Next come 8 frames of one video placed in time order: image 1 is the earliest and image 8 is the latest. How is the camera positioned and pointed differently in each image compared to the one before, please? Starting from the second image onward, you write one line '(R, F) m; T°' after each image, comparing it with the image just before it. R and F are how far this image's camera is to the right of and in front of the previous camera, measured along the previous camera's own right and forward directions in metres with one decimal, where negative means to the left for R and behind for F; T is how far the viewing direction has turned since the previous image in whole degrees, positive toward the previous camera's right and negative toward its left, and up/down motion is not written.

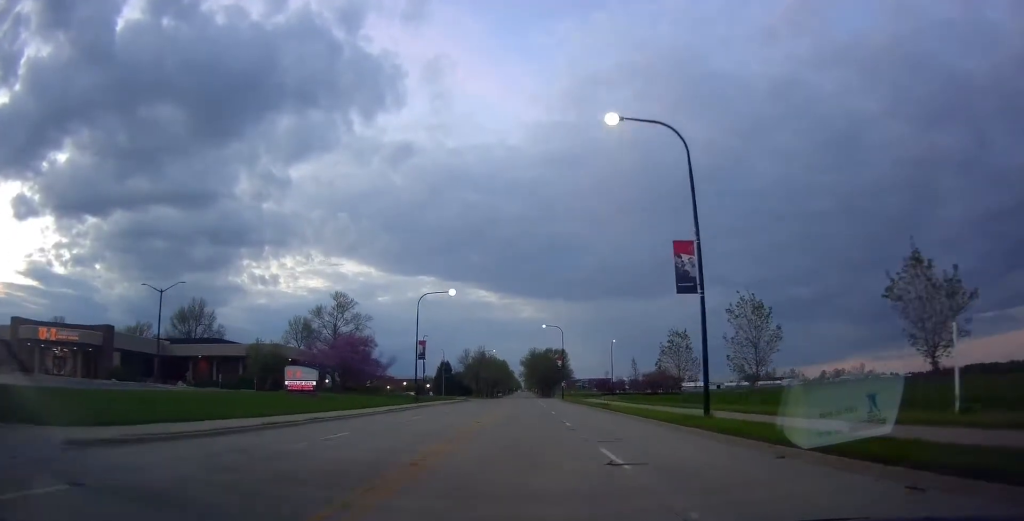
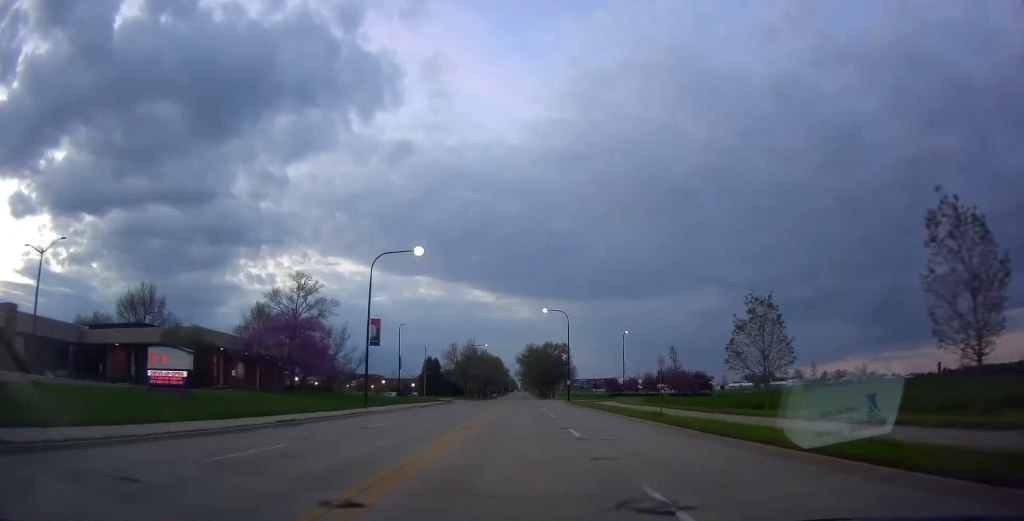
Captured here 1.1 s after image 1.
(0.0, +17.4) m; 0°
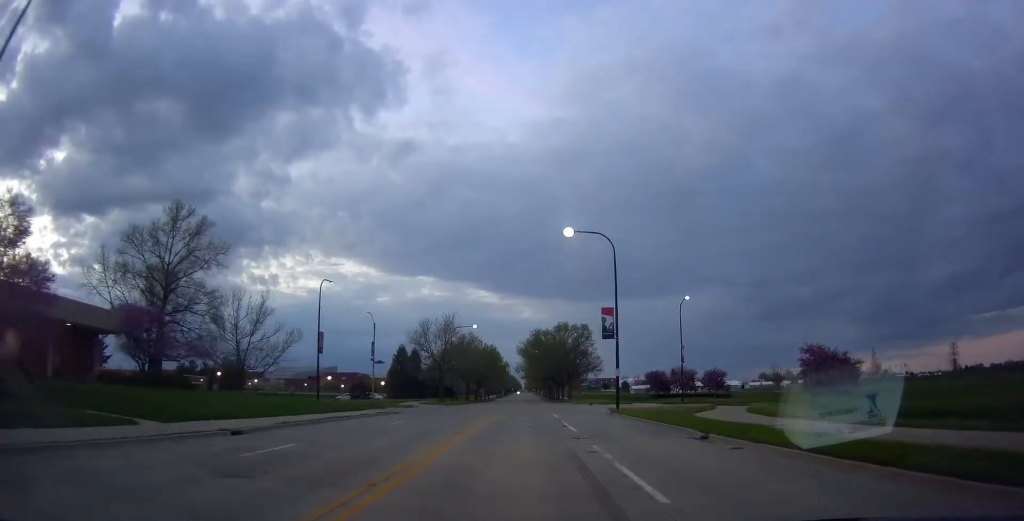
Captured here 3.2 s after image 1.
(0.0, +35.7) m; -2°
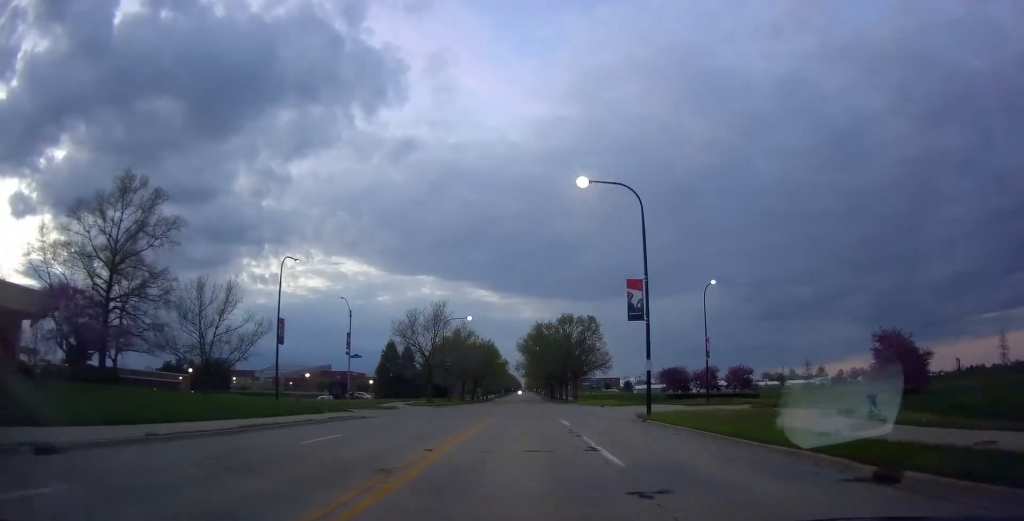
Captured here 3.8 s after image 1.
(+0.1, +8.8) m; -1°
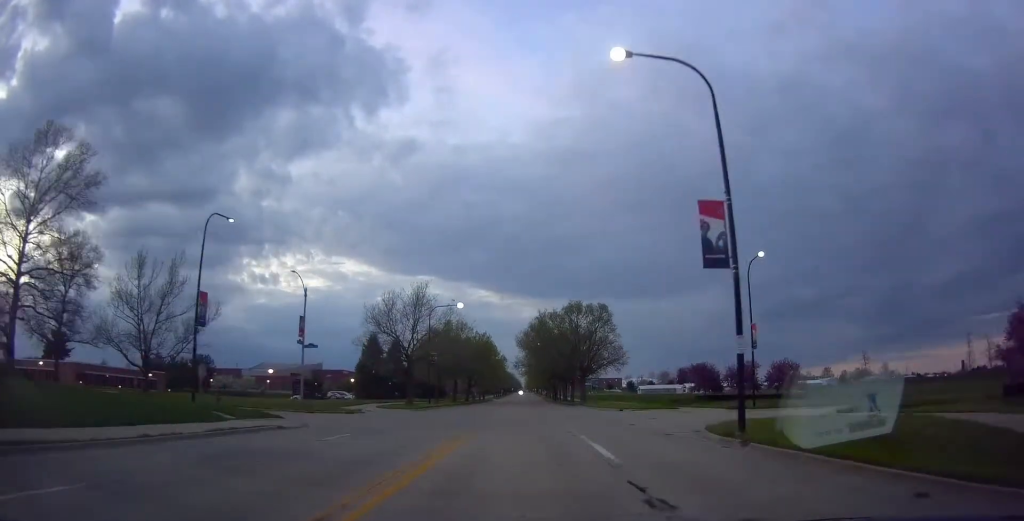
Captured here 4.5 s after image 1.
(-0.5, +11.6) m; 0°
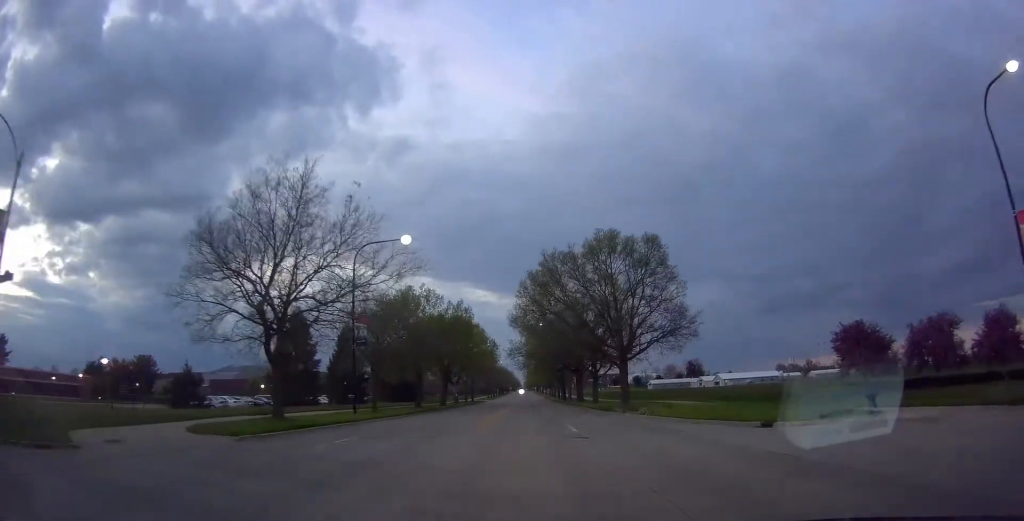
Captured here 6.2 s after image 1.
(+1.1, +29.5) m; +3°
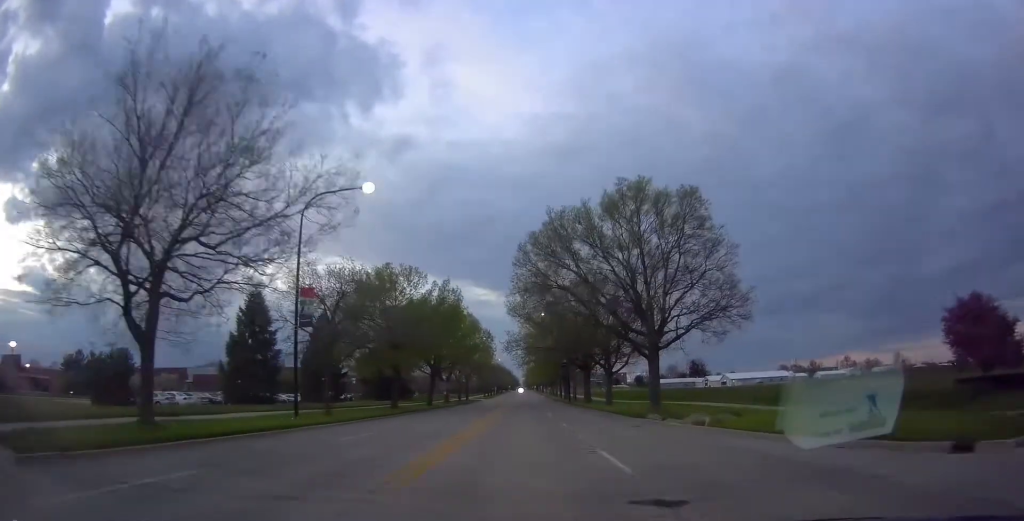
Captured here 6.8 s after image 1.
(0.0, +10.1) m; 0°
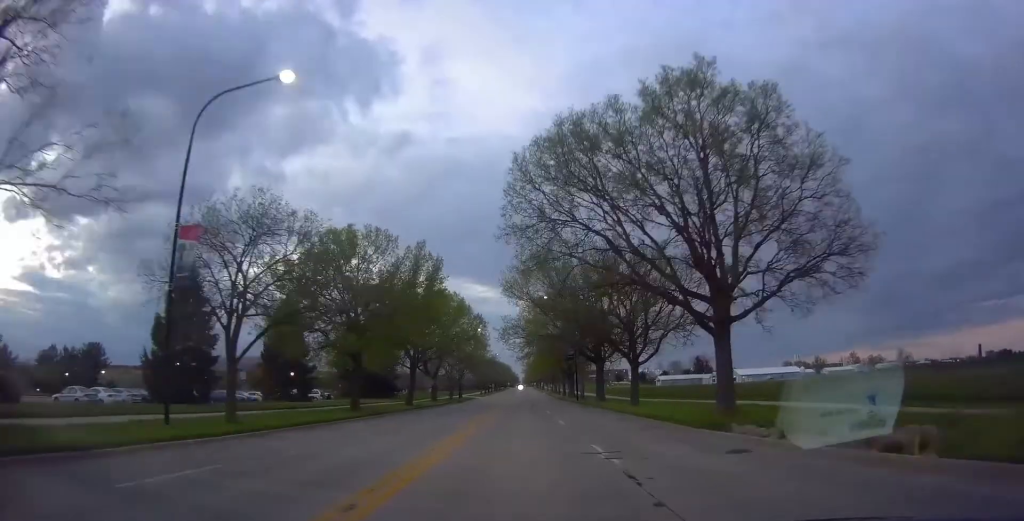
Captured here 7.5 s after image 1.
(0.0, +10.6) m; 0°
